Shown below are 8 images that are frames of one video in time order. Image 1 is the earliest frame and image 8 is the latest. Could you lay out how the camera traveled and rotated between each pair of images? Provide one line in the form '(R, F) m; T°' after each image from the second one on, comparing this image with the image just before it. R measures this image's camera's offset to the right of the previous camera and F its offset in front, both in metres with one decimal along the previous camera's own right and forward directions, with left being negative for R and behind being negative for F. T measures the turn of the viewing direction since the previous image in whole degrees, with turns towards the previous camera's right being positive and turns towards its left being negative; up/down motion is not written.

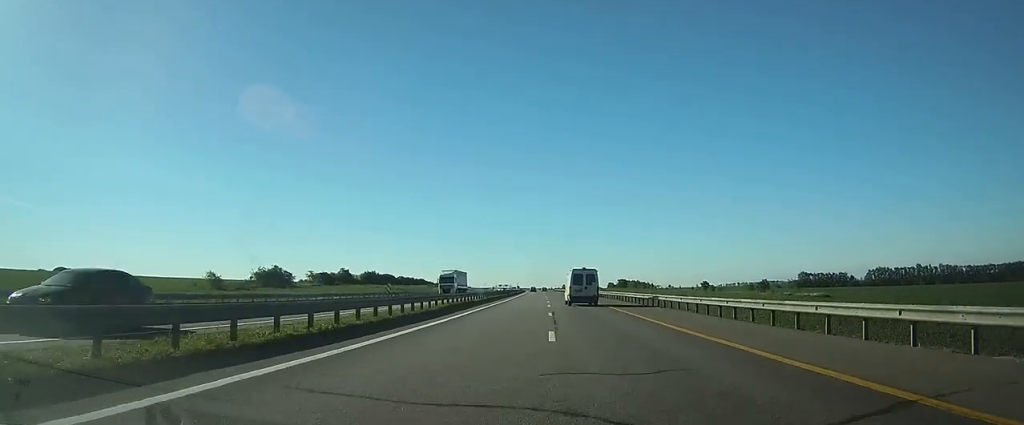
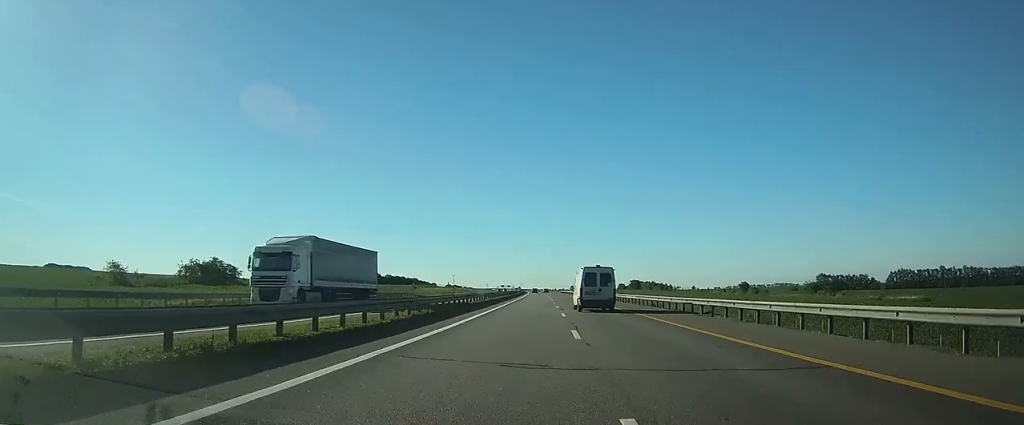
(-0.2, +34.9) m; 0°
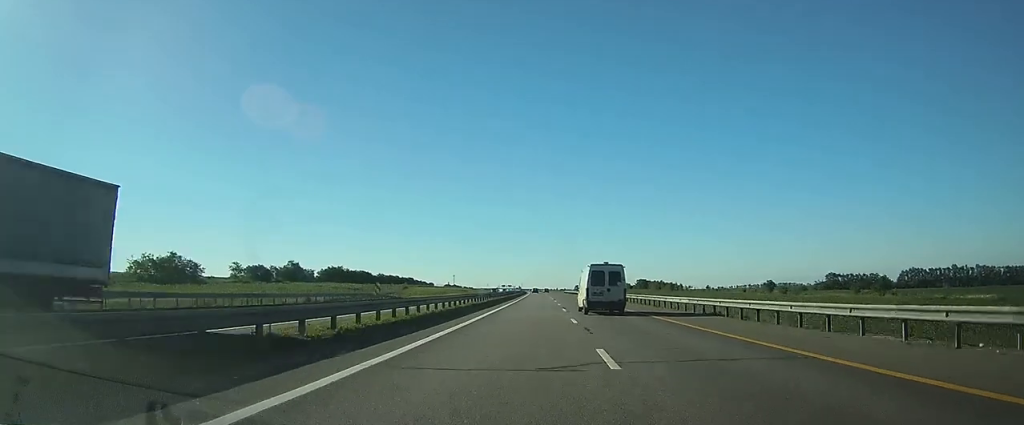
(0.0, +17.4) m; 0°
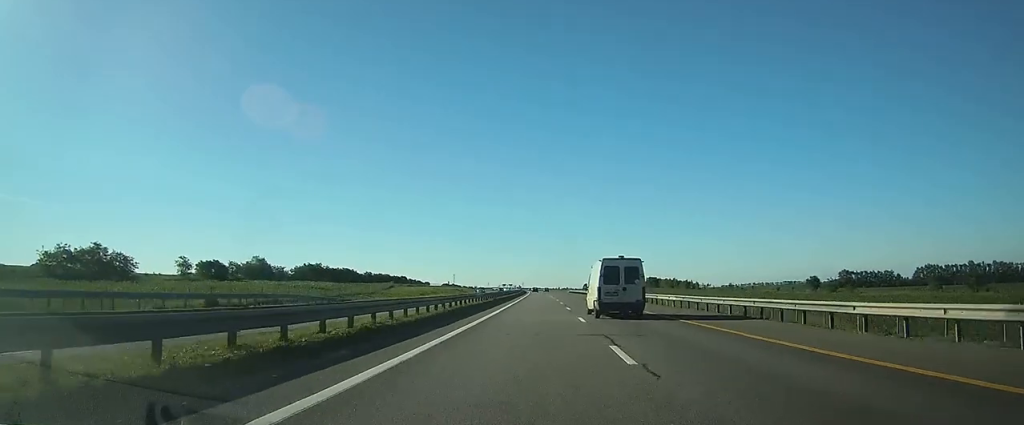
(0.0, +23.6) m; 0°
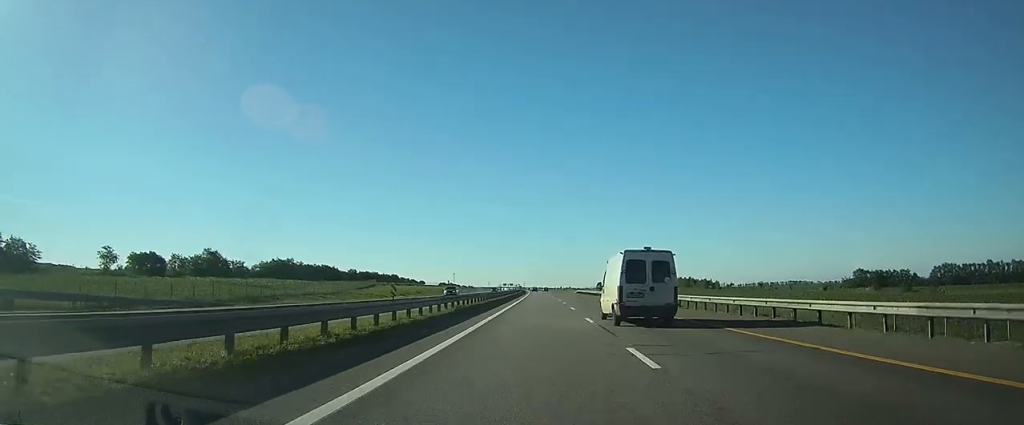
(-0.1, +24.5) m; 0°
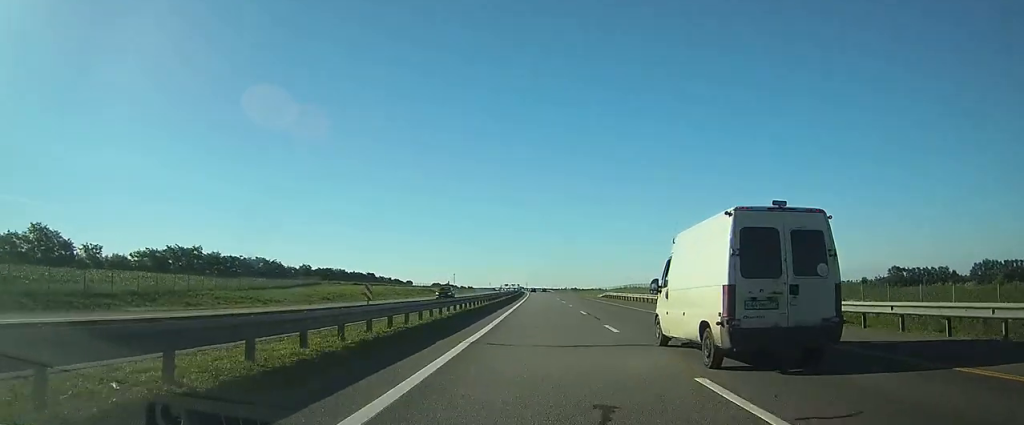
(-0.1, +52.1) m; 0°
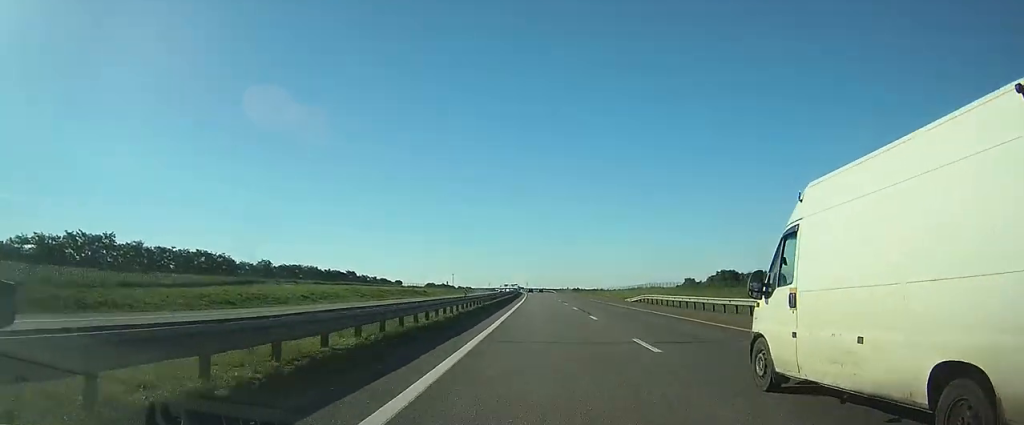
(0.0, +29.6) m; 0°
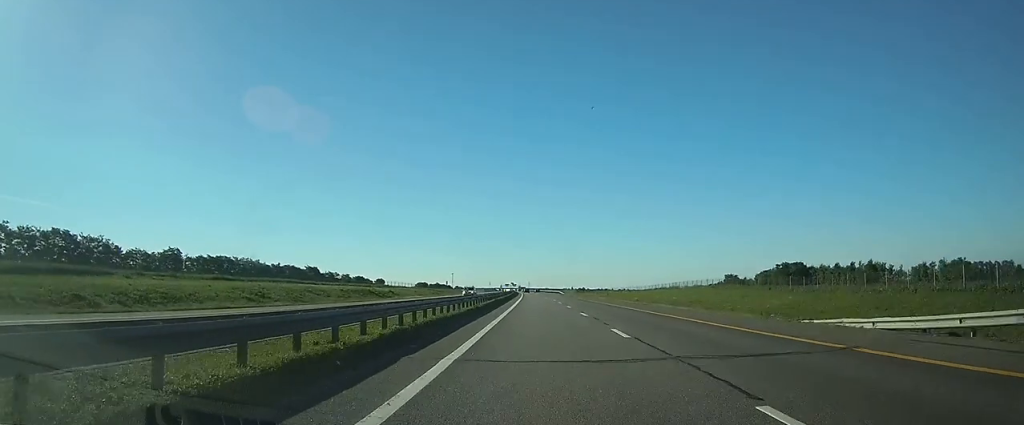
(-0.1, +44.8) m; 0°
